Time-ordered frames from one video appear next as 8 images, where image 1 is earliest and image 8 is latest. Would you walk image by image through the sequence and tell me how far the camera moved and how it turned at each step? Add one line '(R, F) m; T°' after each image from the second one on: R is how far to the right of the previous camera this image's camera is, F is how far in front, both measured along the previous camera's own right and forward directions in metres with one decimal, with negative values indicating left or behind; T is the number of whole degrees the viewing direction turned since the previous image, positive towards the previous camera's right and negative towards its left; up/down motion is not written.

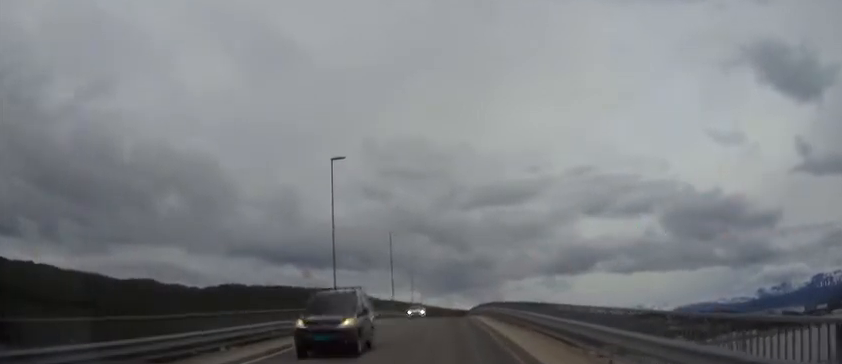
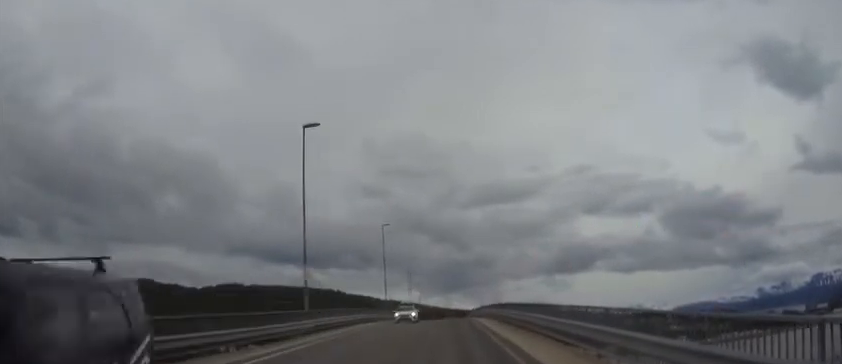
(-0.1, +7.0) m; -3°
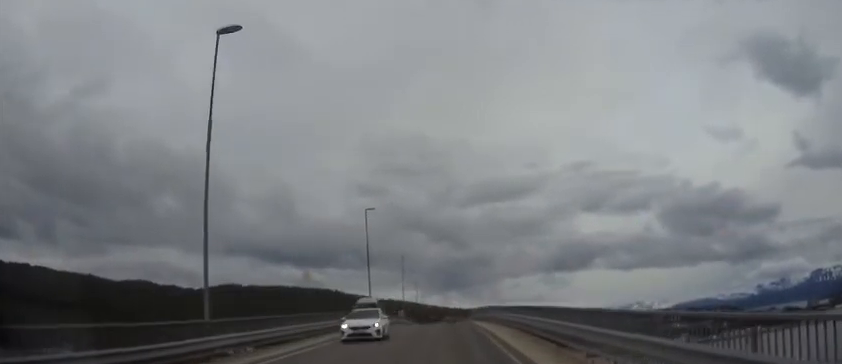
(-0.4, +11.5) m; -4°
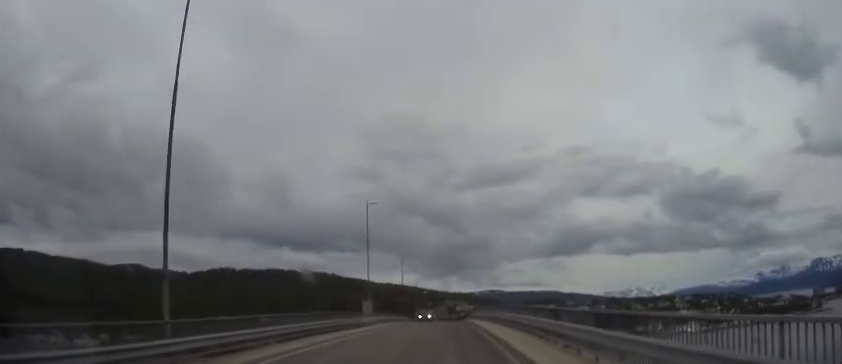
(+3.3, +37.6) m; +6°
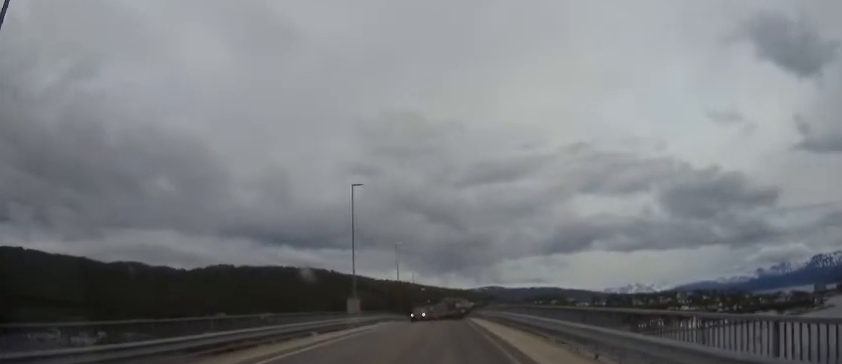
(-0.3, +7.6) m; -1°
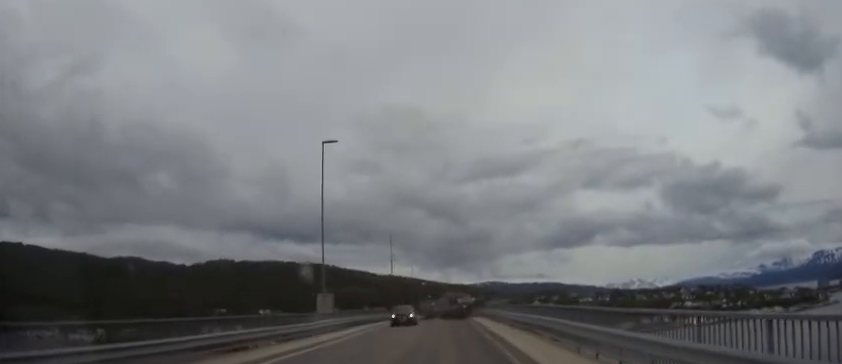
(-0.1, +11.5) m; +3°
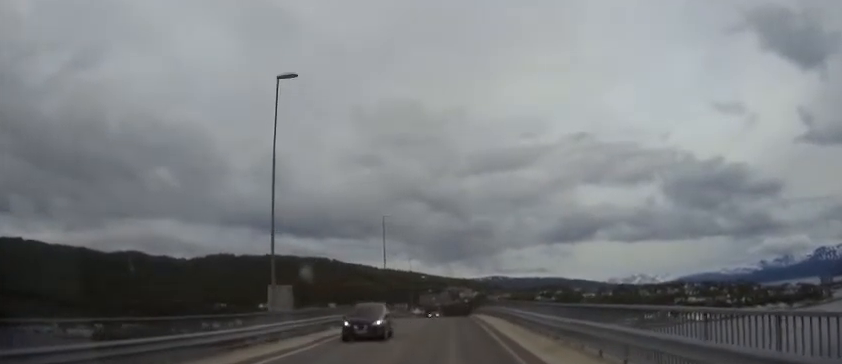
(+0.3, +10.0) m; +3°
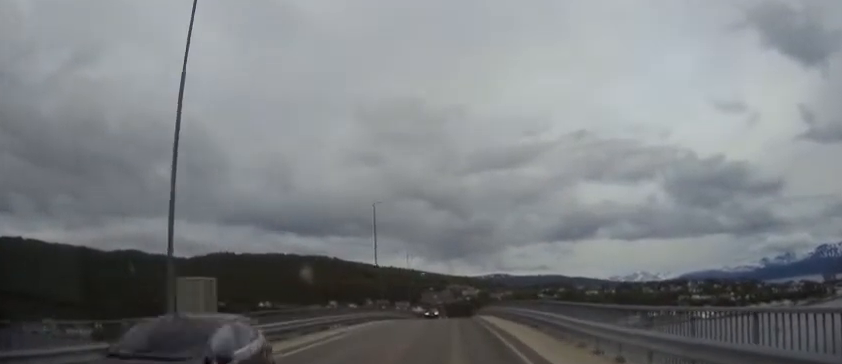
(+0.5, +9.3) m; +3°
